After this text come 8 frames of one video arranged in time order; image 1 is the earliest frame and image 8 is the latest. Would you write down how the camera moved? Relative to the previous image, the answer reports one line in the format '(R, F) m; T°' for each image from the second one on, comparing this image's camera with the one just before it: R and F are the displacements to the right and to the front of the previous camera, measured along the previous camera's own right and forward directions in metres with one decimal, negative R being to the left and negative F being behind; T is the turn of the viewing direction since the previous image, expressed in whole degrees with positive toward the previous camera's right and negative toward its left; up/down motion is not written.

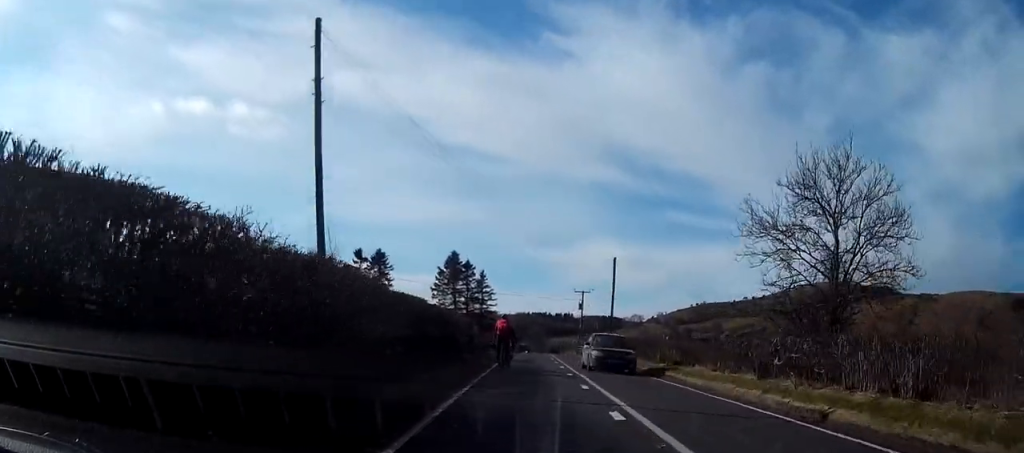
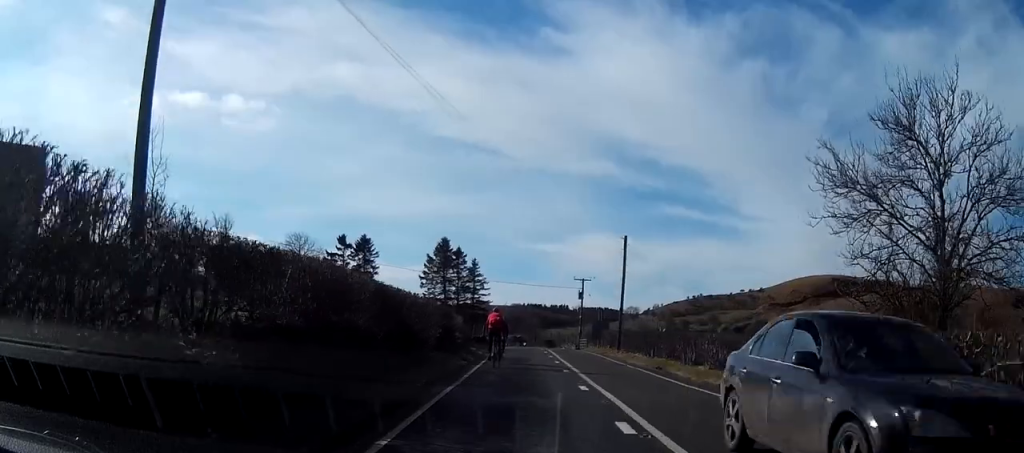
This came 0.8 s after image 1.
(+0.1, +8.0) m; 0°
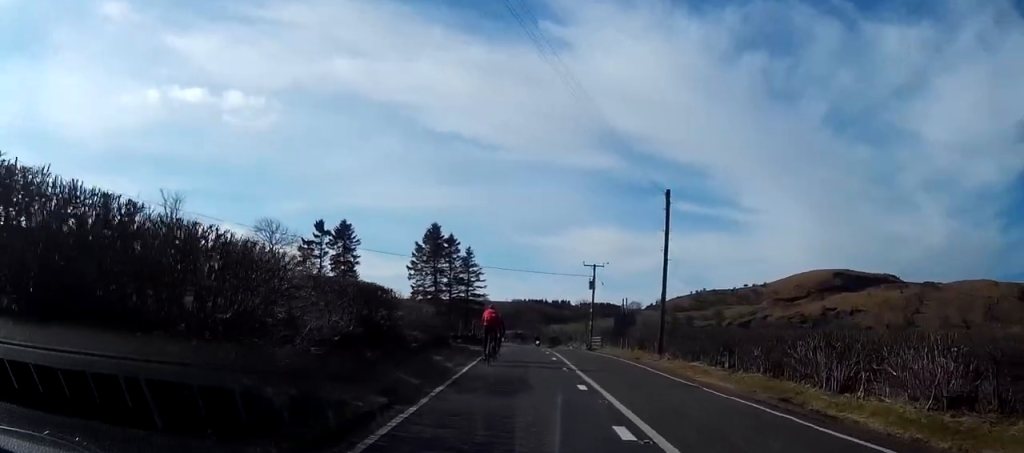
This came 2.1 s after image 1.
(-0.1, +13.2) m; 0°
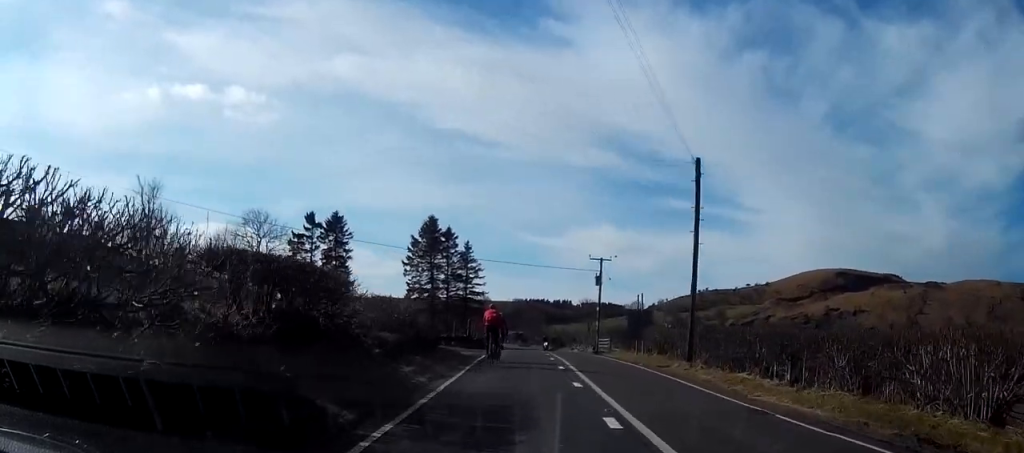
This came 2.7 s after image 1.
(0.0, +5.1) m; -1°
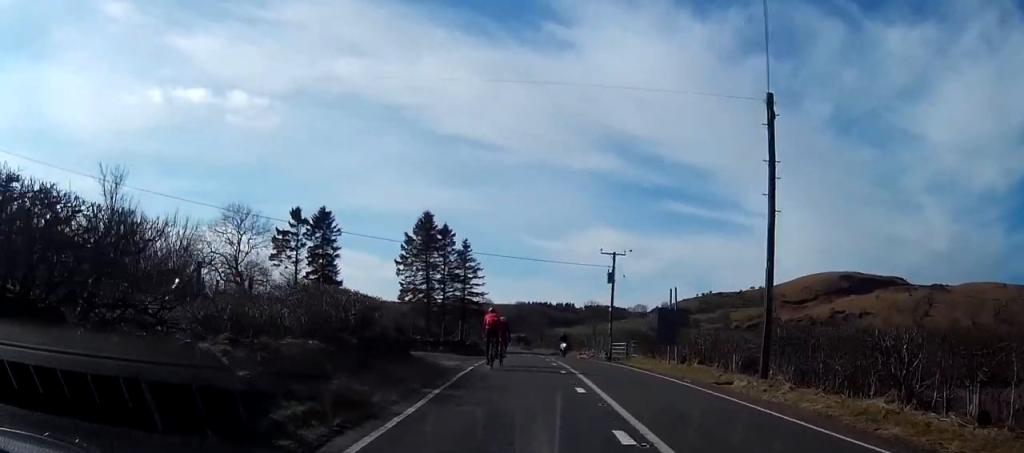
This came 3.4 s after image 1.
(-0.1, +7.4) m; -1°
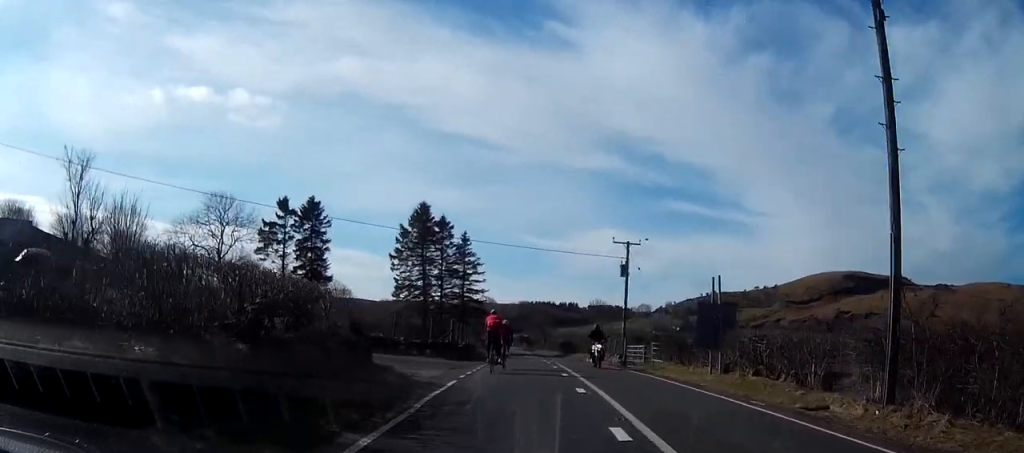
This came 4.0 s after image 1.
(-0.3, +5.8) m; +1°
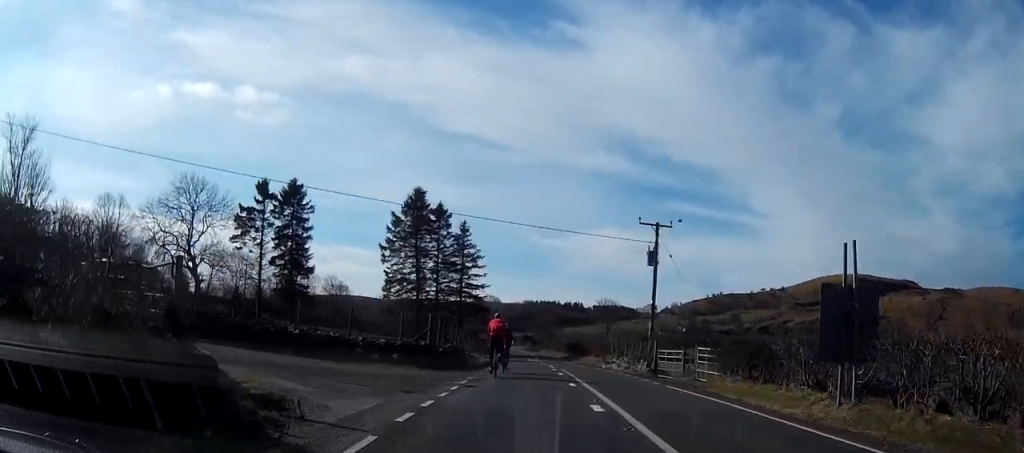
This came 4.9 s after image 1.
(+0.5, +8.8) m; +2°
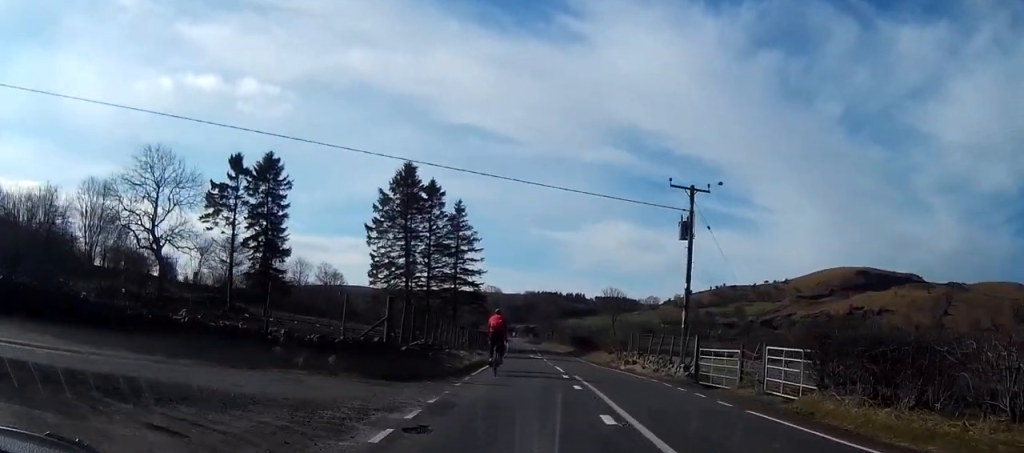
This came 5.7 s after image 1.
(0.0, +7.9) m; -1°
